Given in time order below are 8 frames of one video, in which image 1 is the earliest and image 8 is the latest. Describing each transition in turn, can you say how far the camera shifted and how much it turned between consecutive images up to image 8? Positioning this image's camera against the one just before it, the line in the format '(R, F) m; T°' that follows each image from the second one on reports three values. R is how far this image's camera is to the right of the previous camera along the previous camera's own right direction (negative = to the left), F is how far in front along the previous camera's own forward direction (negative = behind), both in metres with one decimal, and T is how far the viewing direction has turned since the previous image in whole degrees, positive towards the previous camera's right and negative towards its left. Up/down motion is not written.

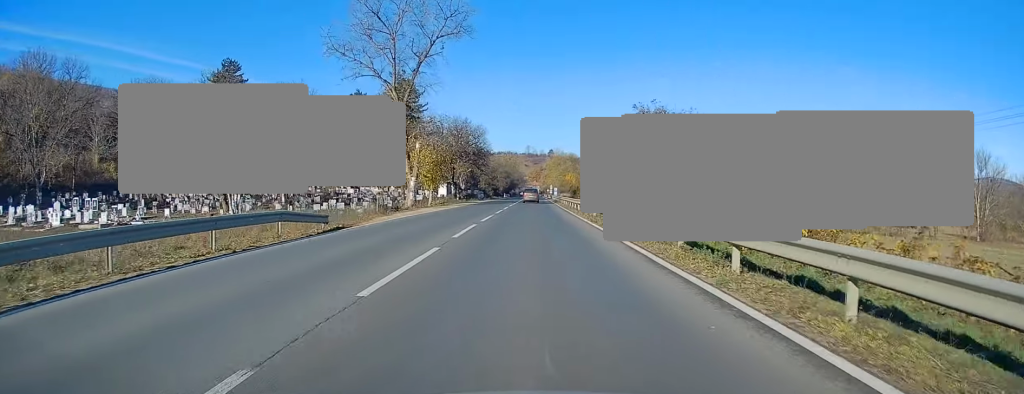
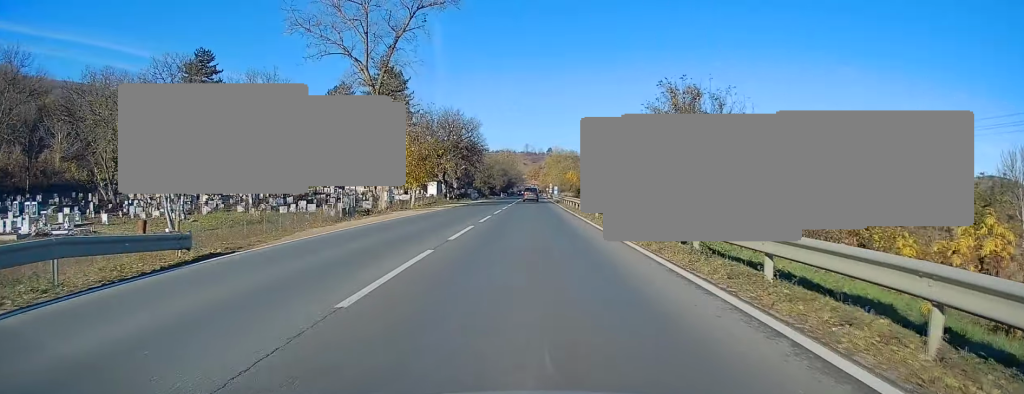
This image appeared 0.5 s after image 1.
(-0.2, +9.6) m; 0°
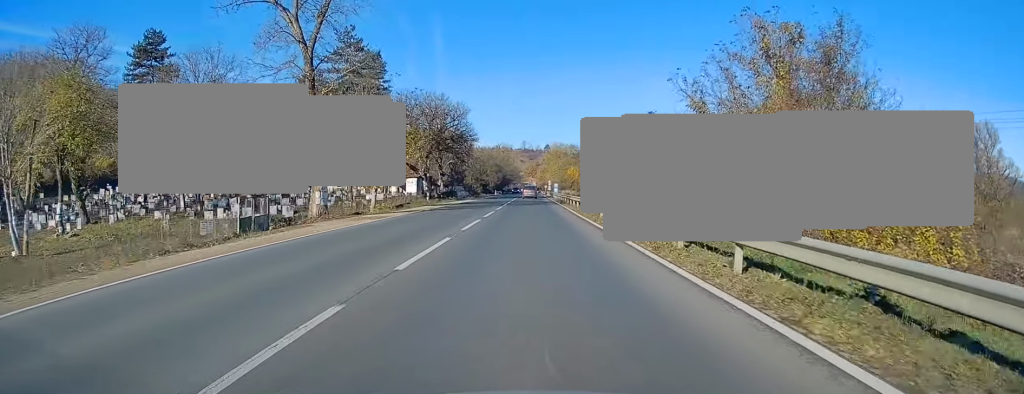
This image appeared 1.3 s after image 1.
(+0.2, +14.7) m; 0°
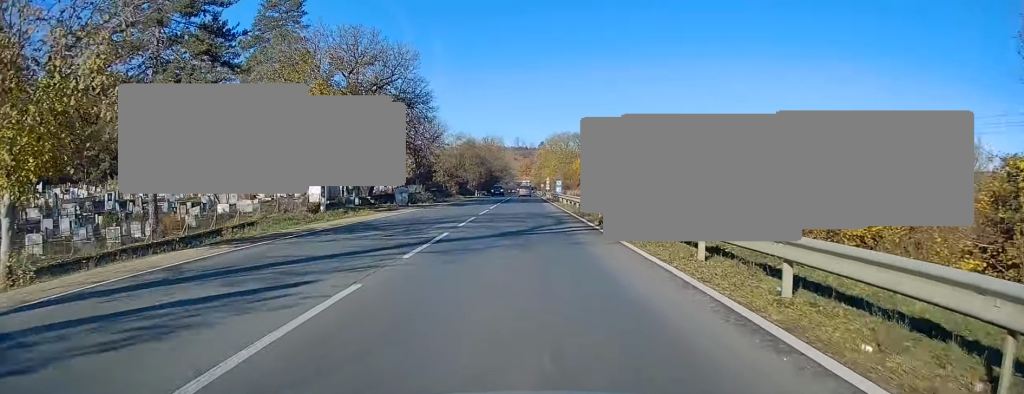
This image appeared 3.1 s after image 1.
(-0.1, +34.6) m; +1°
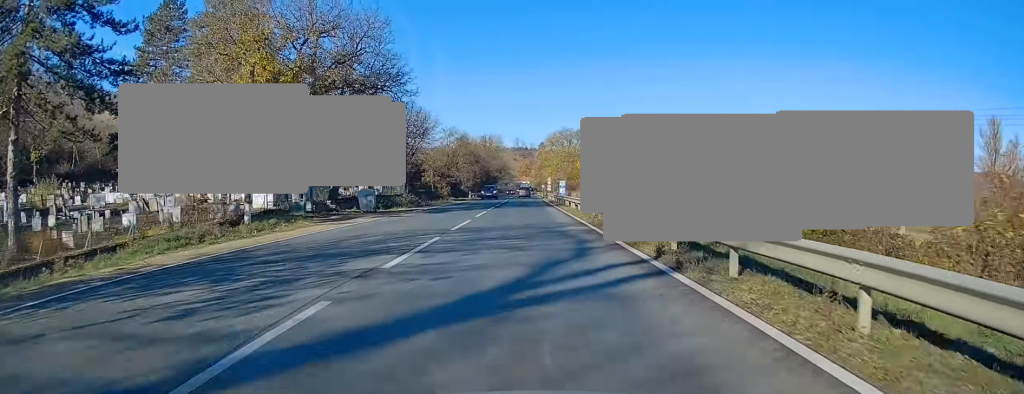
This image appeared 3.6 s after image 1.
(+0.1, +10.3) m; +1°
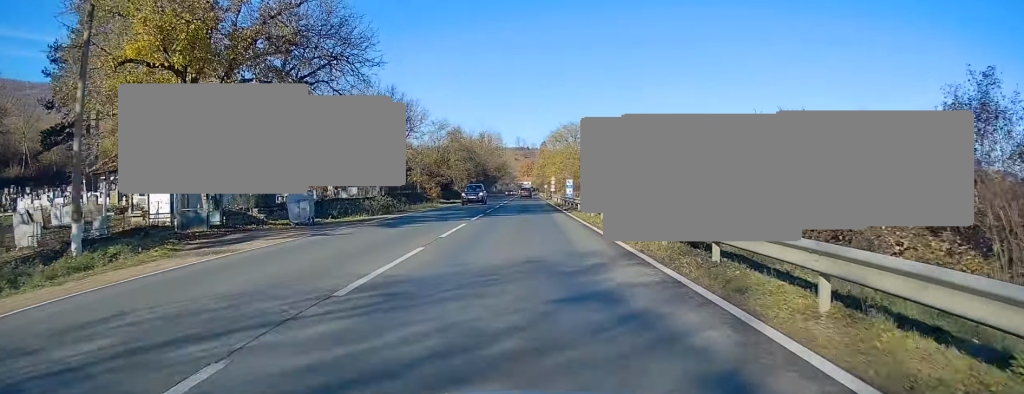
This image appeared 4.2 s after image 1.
(+0.1, +11.4) m; 0°
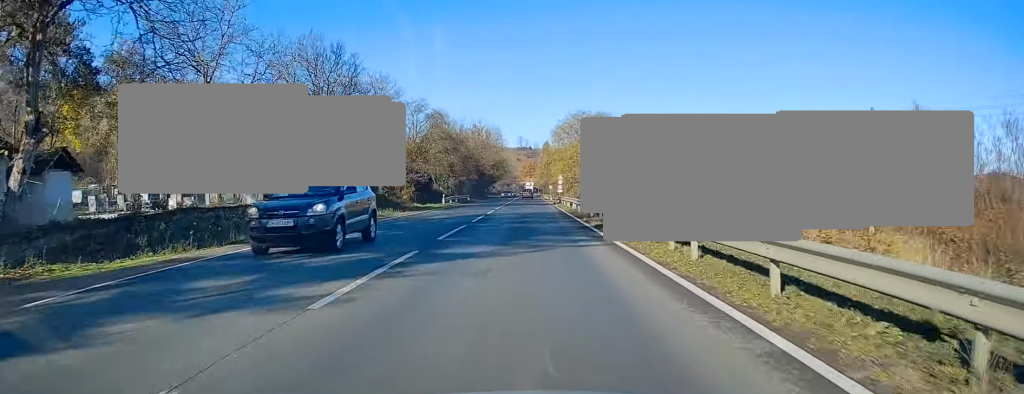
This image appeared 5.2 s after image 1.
(-0.2, +18.8) m; 0°
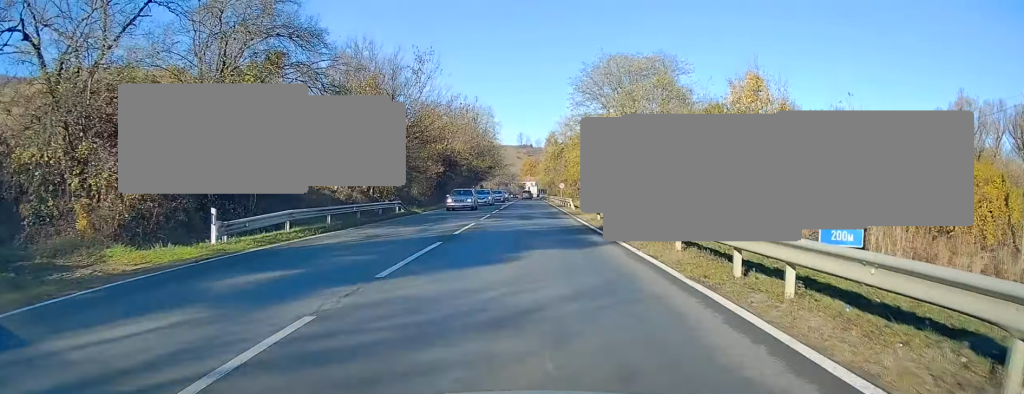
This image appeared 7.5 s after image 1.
(-0.1, +42.1) m; -1°
